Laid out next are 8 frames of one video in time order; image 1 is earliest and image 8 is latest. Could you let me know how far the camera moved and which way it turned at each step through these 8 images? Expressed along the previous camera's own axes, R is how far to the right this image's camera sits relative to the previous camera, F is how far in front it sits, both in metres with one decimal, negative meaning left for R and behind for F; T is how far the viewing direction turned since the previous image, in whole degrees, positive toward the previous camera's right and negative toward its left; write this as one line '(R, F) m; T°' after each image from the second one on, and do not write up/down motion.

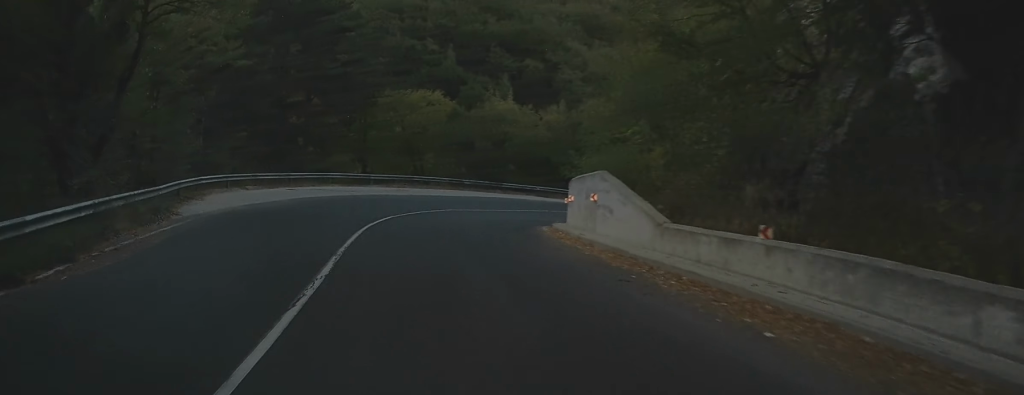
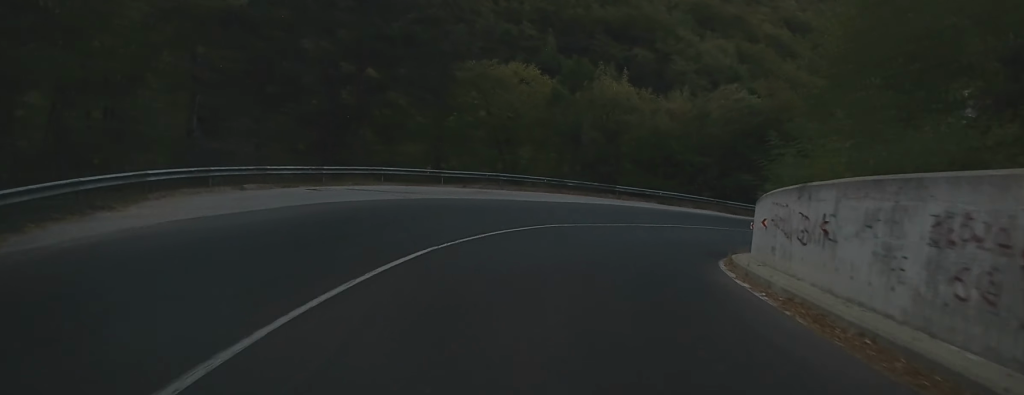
(+0.2, +12.3) m; +4°
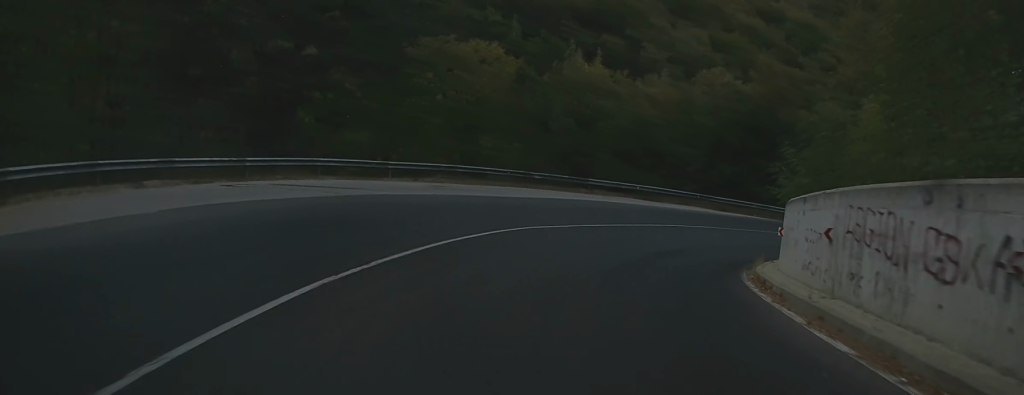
(+0.1, +4.9) m; +4°
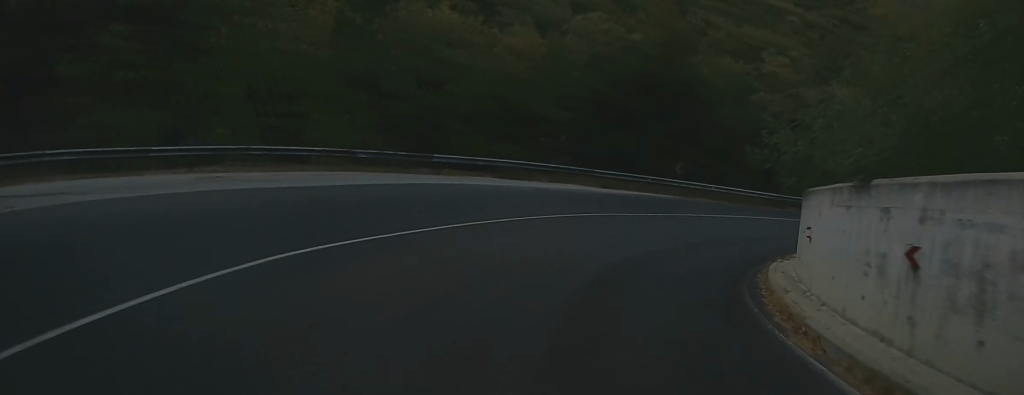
(+0.4, +9.9) m; +10°
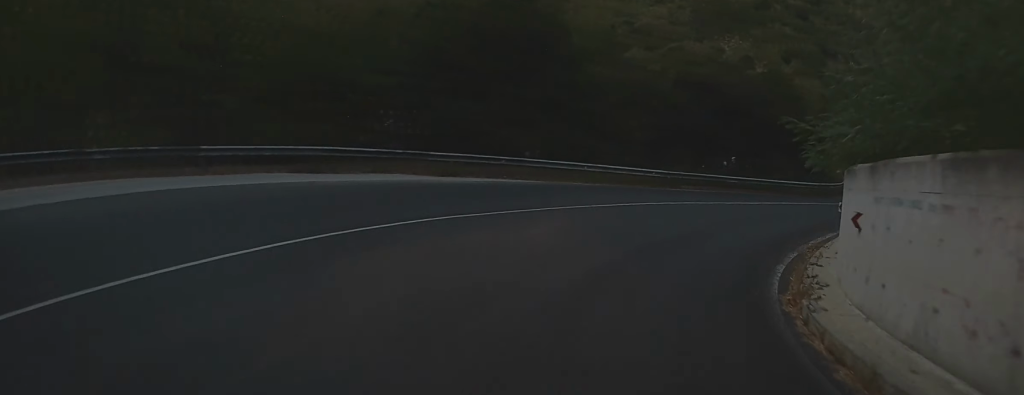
(+0.9, +8.8) m; +13°
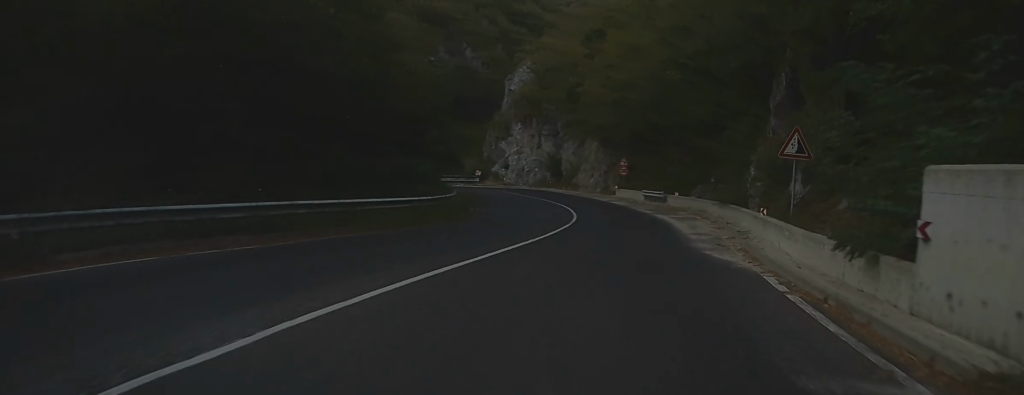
(+6.5, +21.0) m; +30°
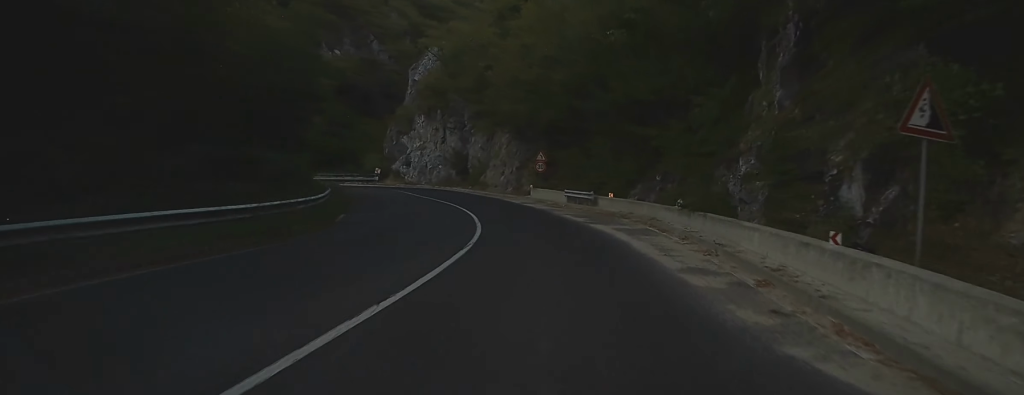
(+0.6, +8.2) m; +5°
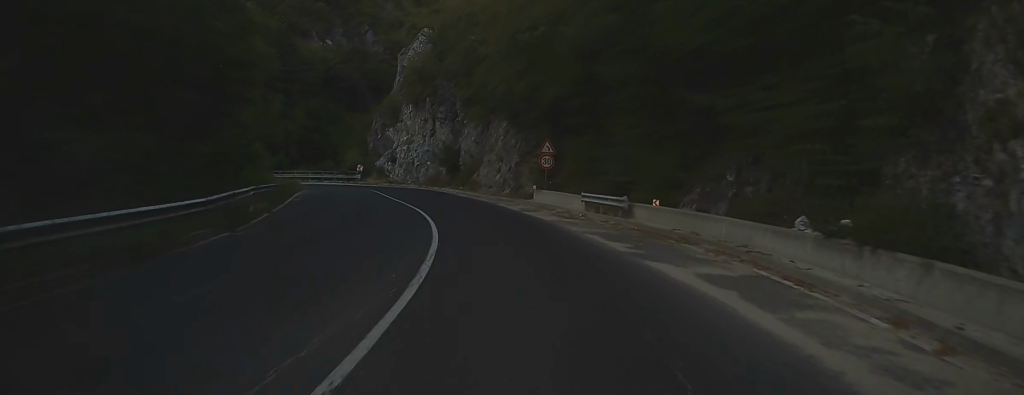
(+0.5, +10.2) m; +2°
